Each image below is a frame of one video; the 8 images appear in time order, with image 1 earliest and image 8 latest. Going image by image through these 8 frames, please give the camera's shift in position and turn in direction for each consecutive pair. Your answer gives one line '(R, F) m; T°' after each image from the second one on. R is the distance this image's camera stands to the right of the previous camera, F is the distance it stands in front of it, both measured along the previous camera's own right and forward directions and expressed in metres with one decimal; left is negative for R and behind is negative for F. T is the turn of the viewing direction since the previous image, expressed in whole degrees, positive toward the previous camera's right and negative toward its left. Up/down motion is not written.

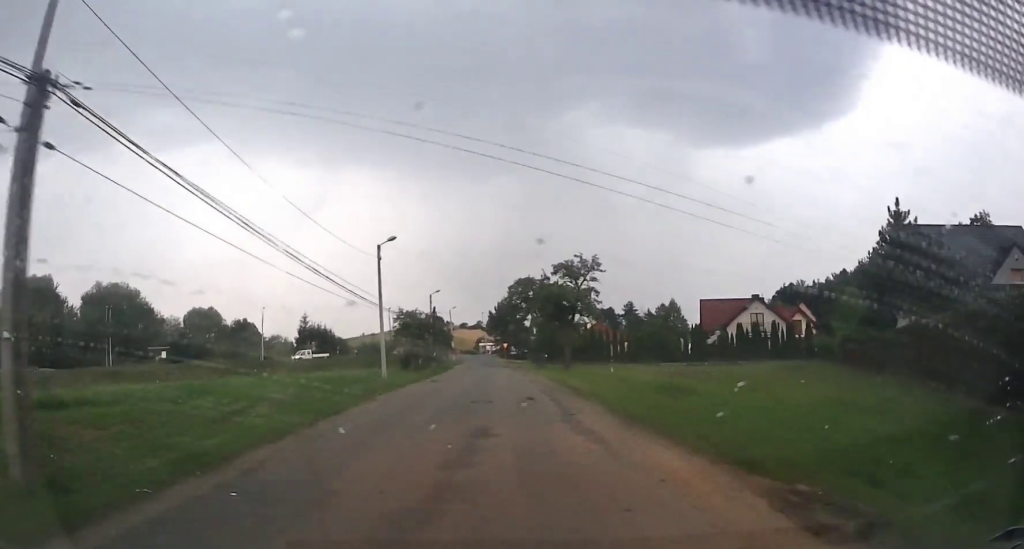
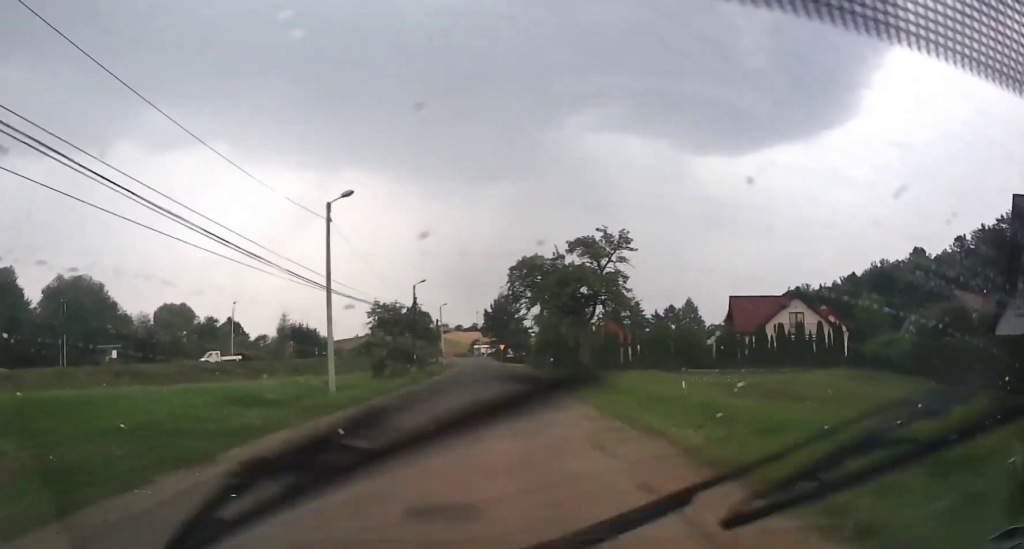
(+0.1, +13.1) m; 0°
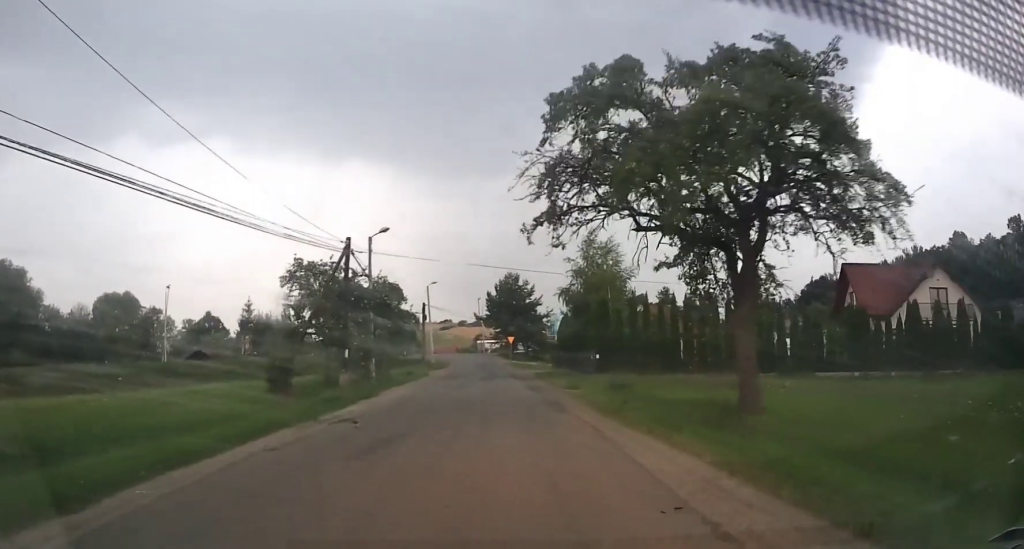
(0.0, +28.7) m; 0°
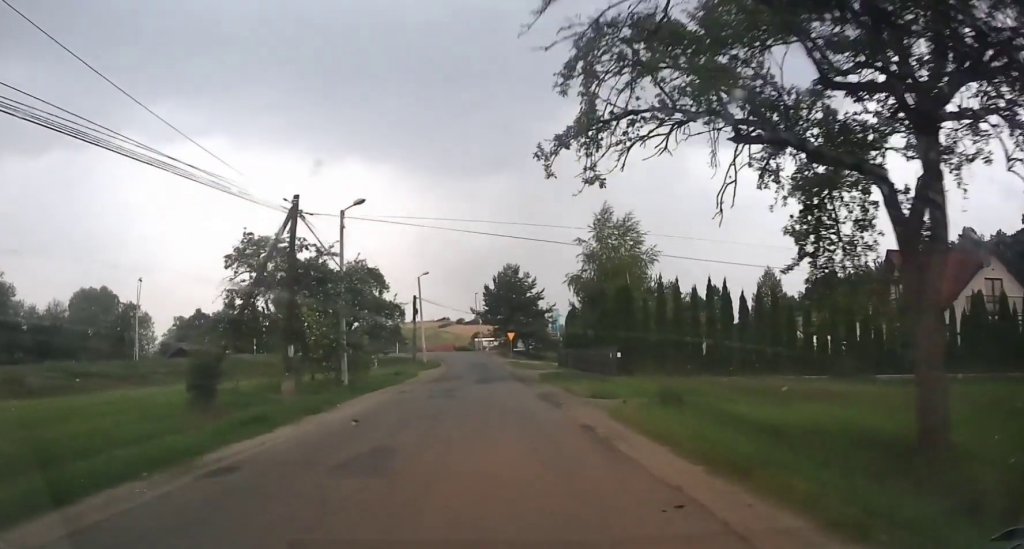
(+0.1, +7.6) m; 0°
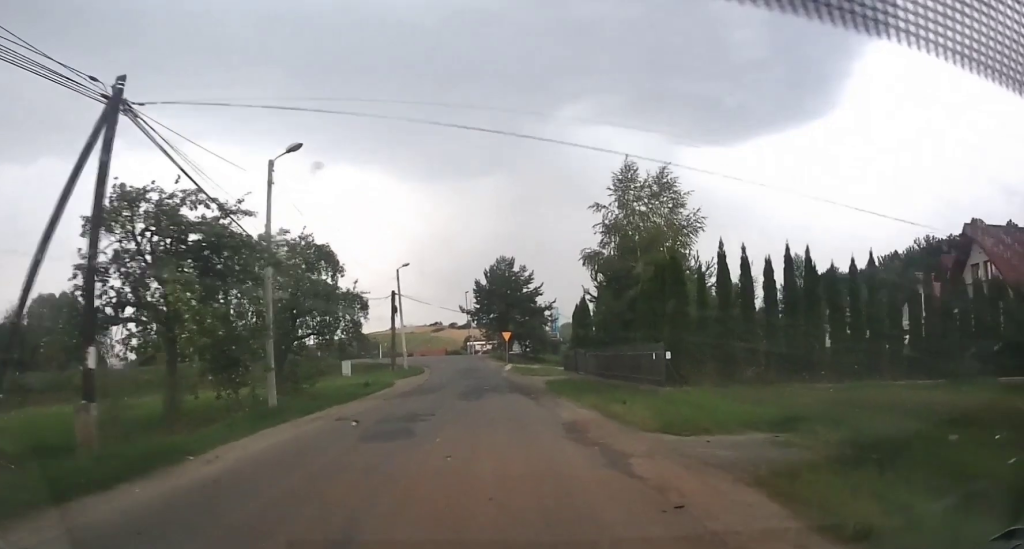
(-0.1, +9.3) m; -1°
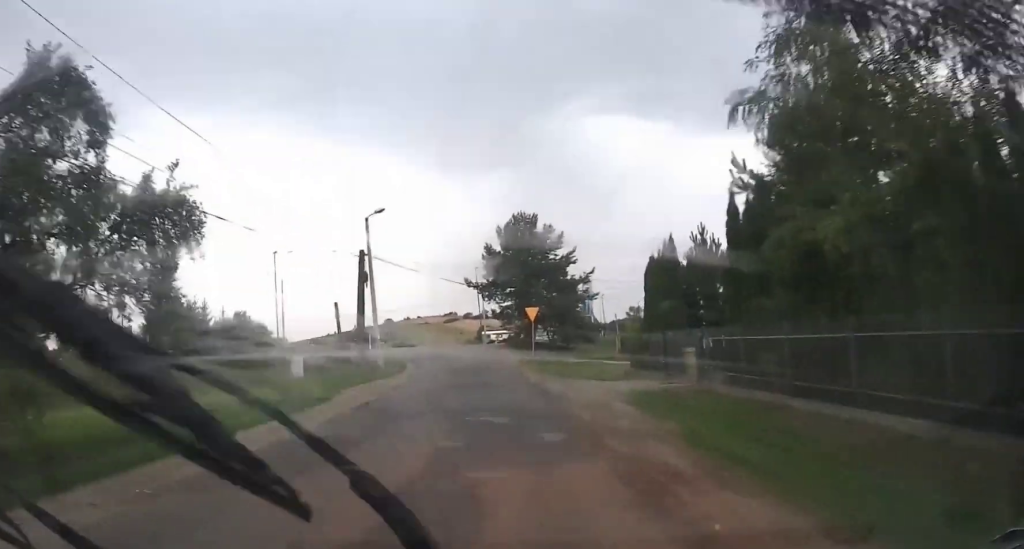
(-0.2, +14.5) m; 0°
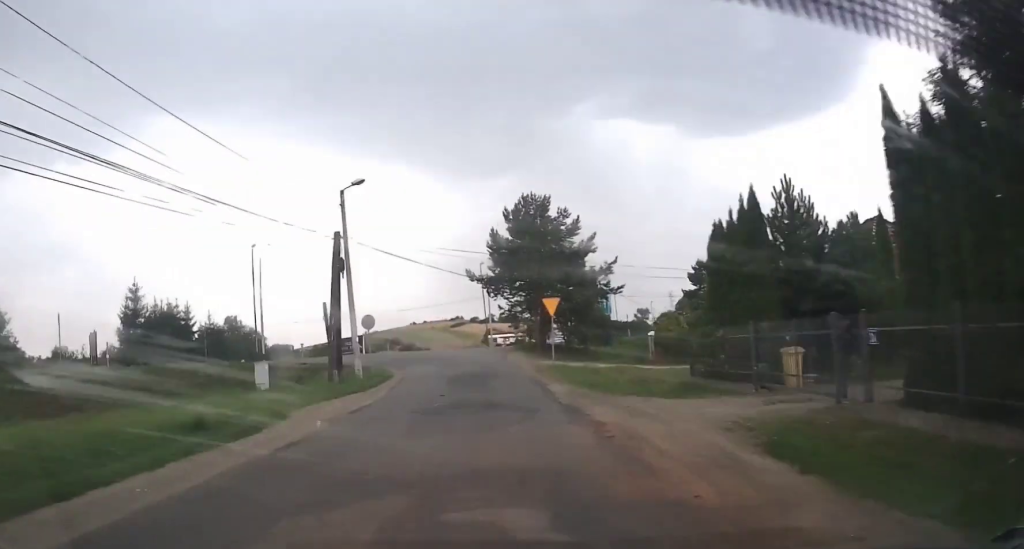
(+0.1, +4.9) m; +1°
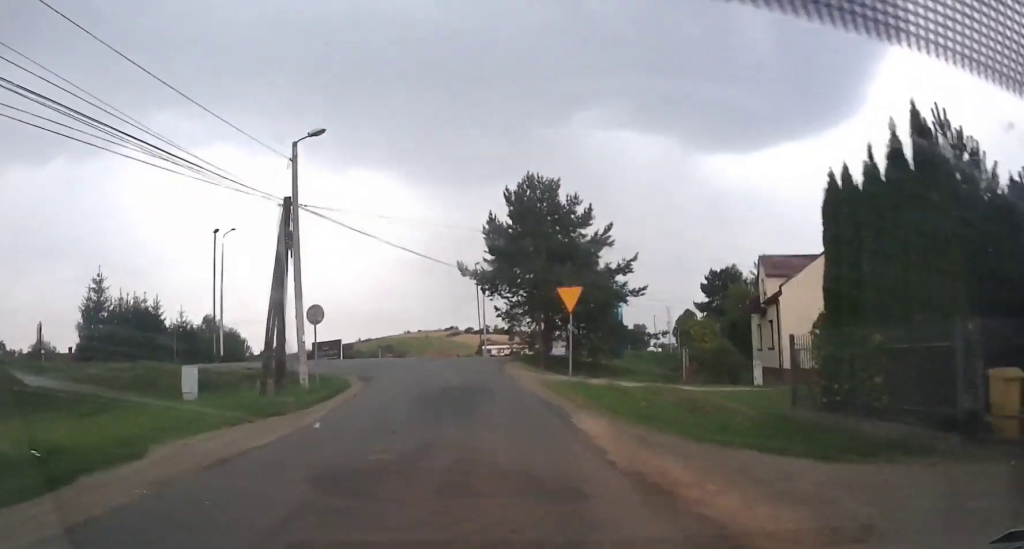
(+0.1, +5.5) m; -1°
